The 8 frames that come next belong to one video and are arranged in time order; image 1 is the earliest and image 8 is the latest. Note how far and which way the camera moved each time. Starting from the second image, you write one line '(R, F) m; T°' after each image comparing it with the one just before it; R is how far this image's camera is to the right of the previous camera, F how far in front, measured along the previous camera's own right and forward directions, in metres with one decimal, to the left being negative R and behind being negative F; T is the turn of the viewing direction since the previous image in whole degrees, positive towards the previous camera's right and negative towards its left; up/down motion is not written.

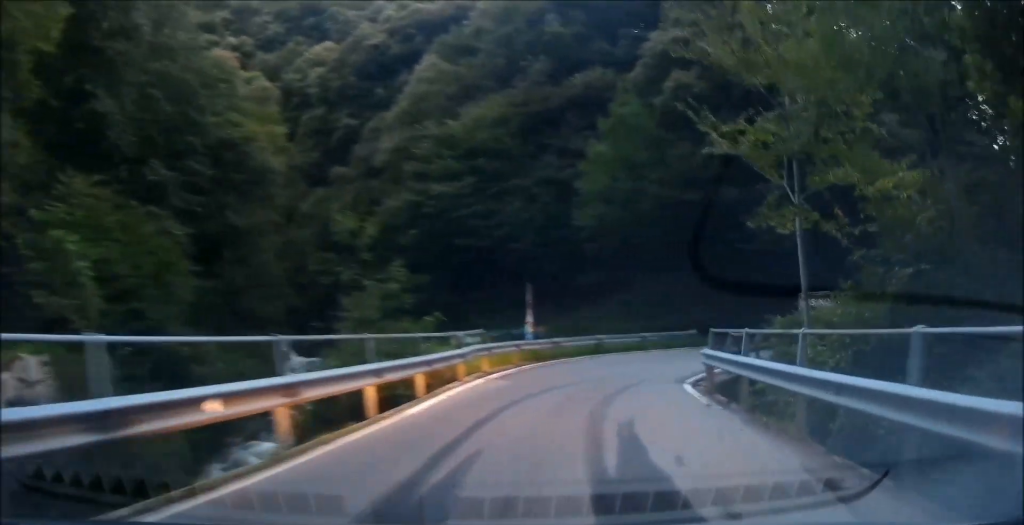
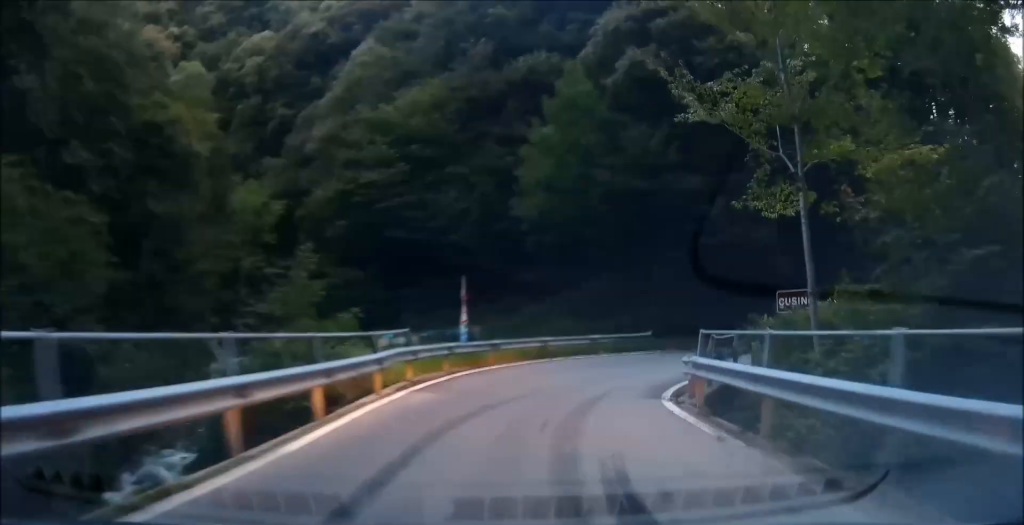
(+0.2, +2.6) m; +3°
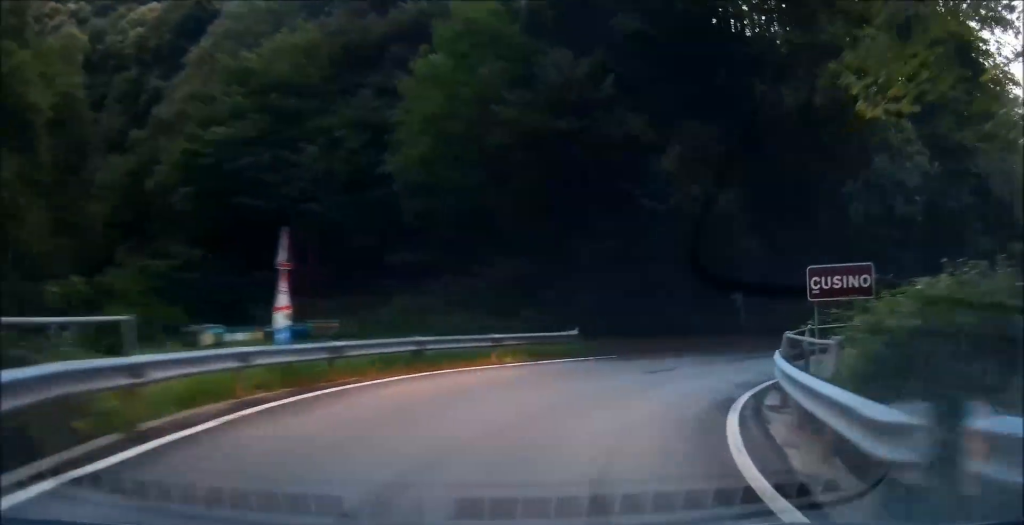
(+0.5, +6.8) m; +22°
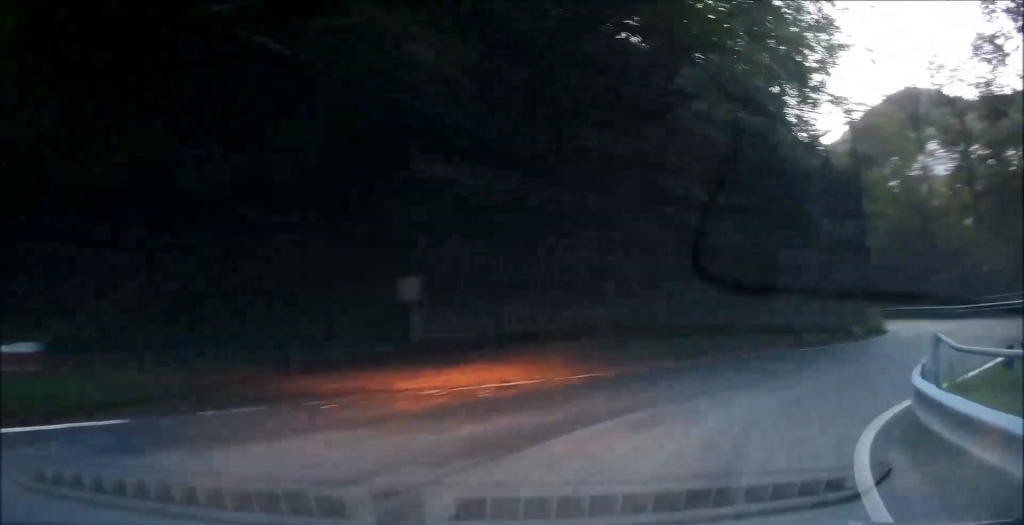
(+4.5, +7.2) m; +53°
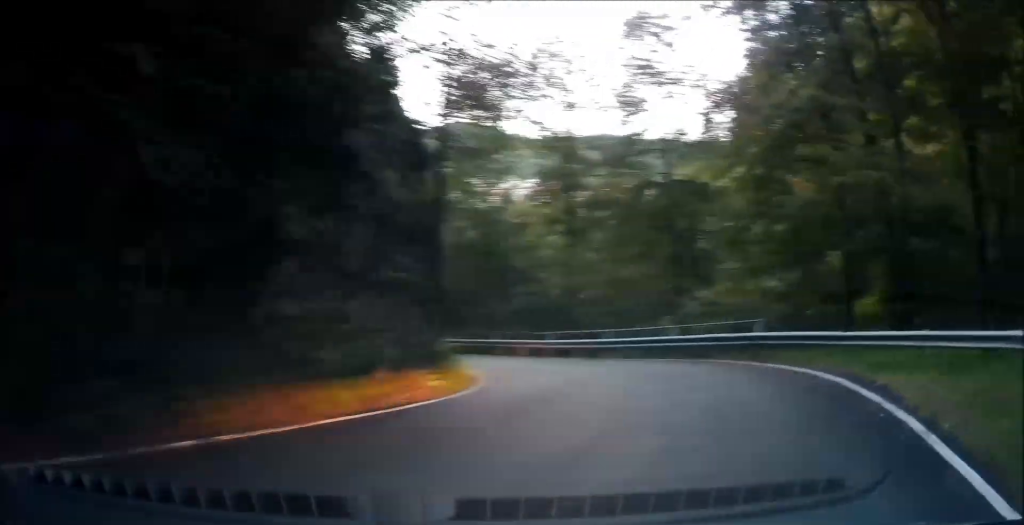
(+0.5, +7.8) m; +11°
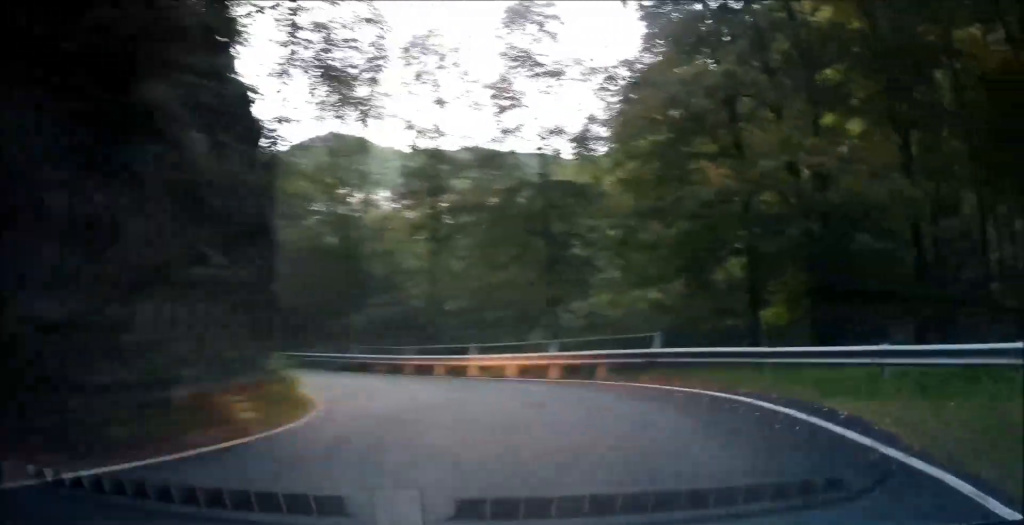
(+0.2, +2.4) m; +4°
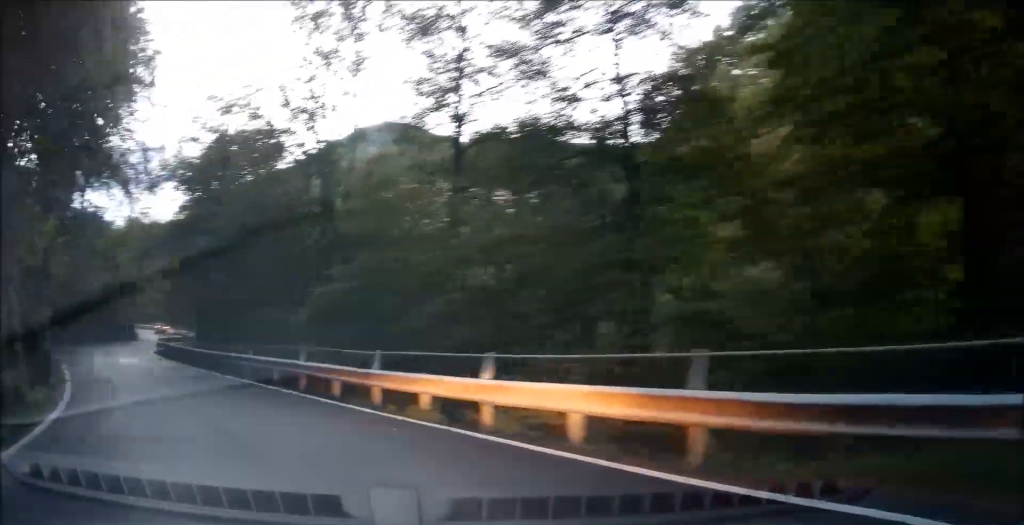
(+0.5, +10.5) m; +5°
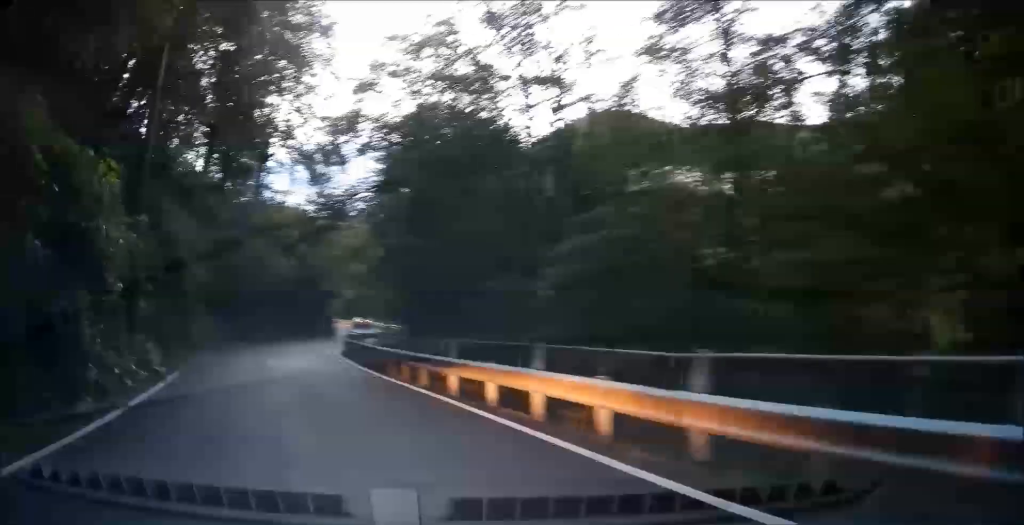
(+0.1, +6.4) m; 0°
